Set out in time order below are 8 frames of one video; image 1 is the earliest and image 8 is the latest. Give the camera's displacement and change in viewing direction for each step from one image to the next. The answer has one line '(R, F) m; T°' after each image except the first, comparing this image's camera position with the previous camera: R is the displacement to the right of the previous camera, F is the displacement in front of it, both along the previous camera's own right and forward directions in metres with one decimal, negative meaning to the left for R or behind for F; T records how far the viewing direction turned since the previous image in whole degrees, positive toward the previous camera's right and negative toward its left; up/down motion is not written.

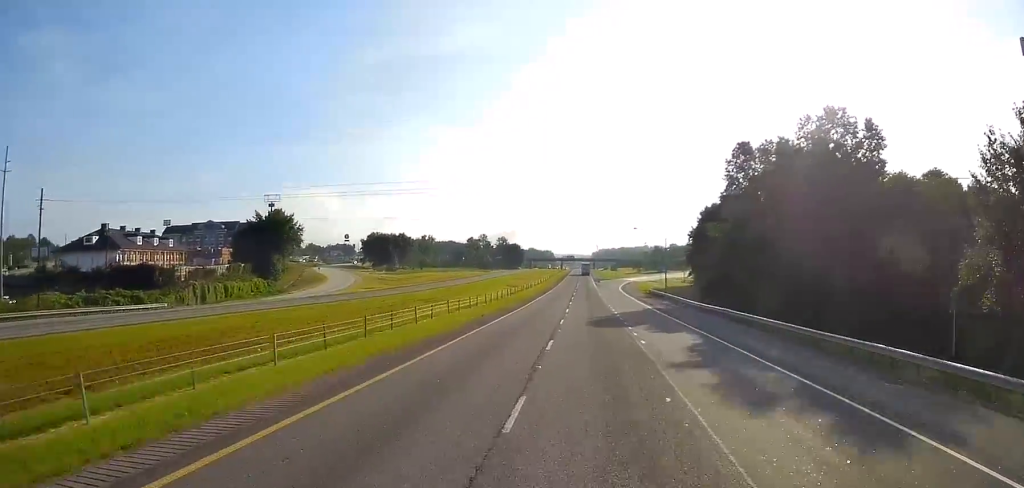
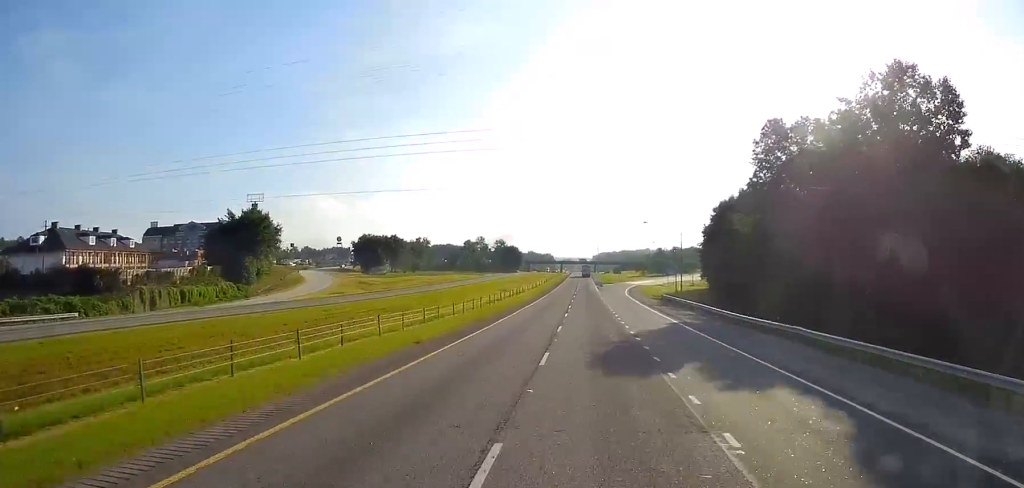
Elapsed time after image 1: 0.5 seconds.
(-0.1, +15.9) m; 0°
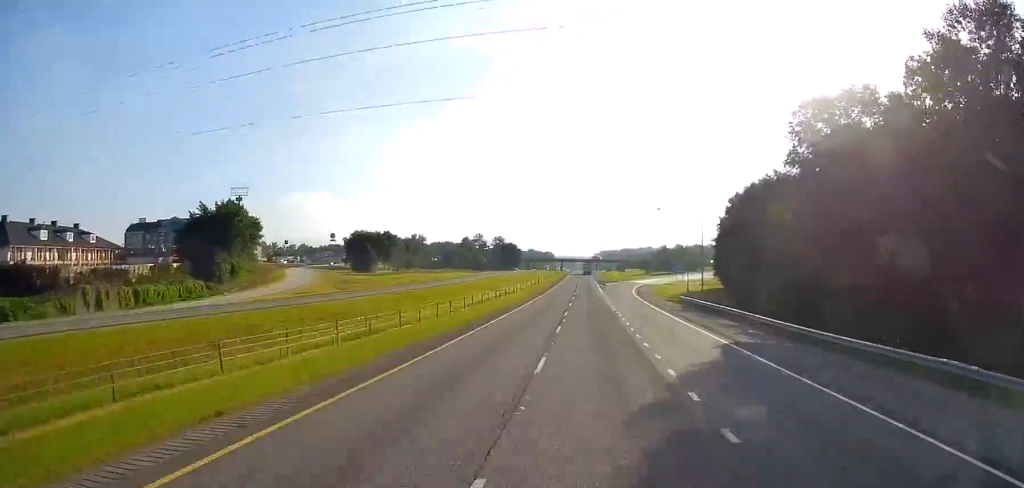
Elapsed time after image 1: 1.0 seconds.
(+0.1, +14.4) m; +1°
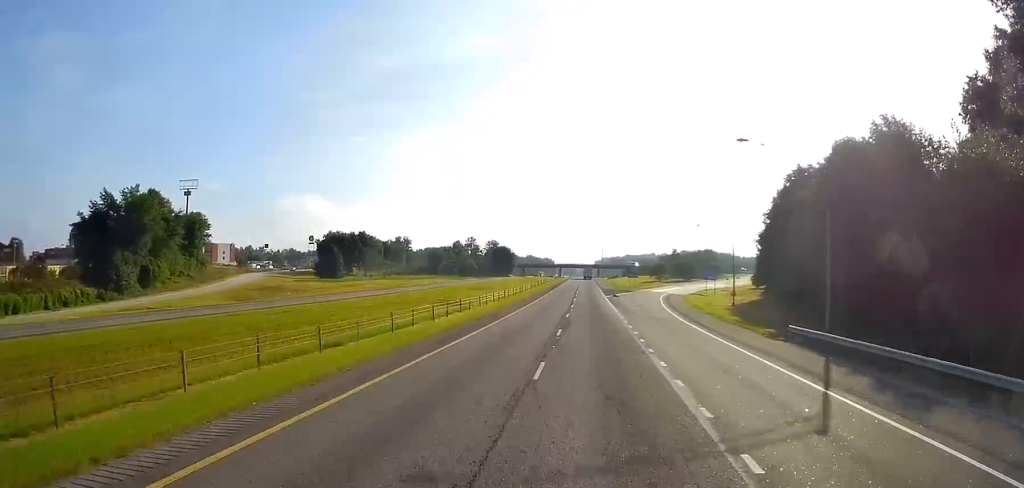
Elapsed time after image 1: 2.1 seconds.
(+0.5, +37.7) m; +1°
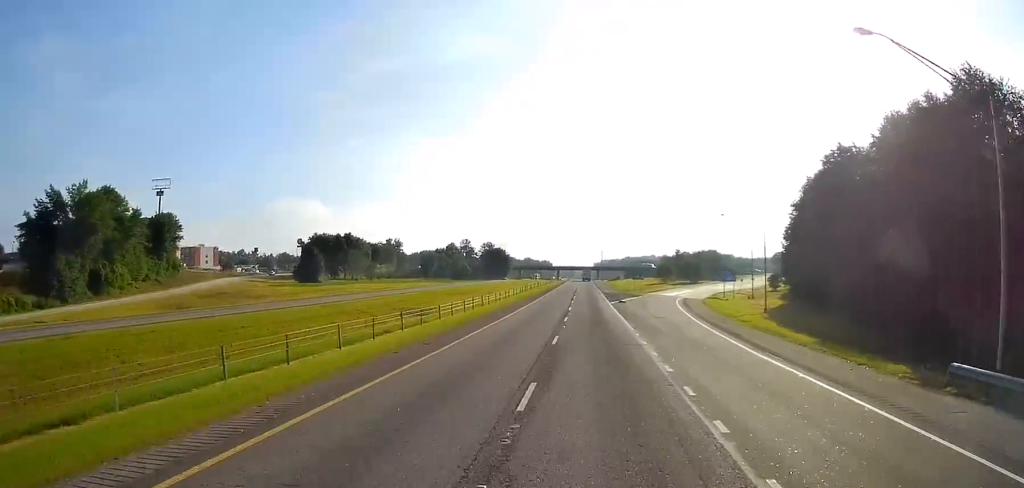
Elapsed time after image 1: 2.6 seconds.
(0.0, +16.0) m; 0°
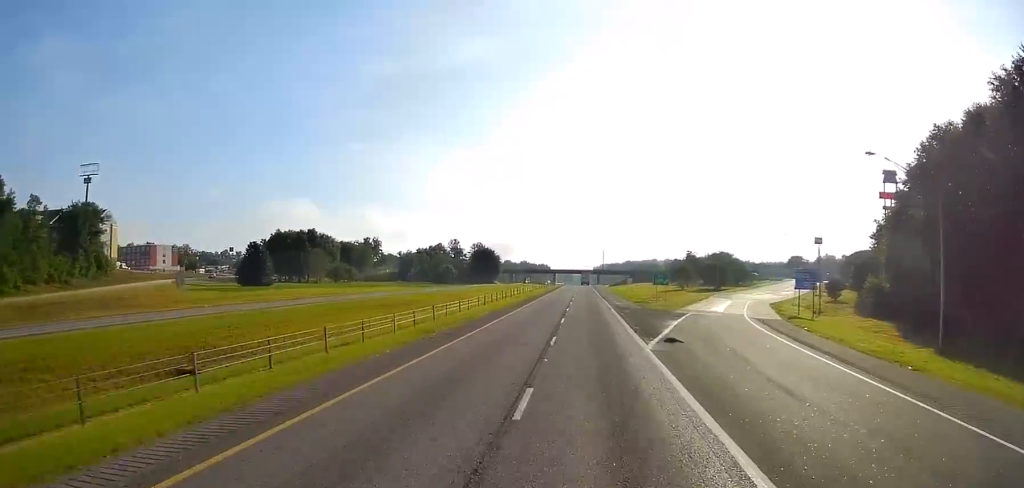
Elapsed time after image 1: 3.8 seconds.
(-0.3, +37.3) m; -1°
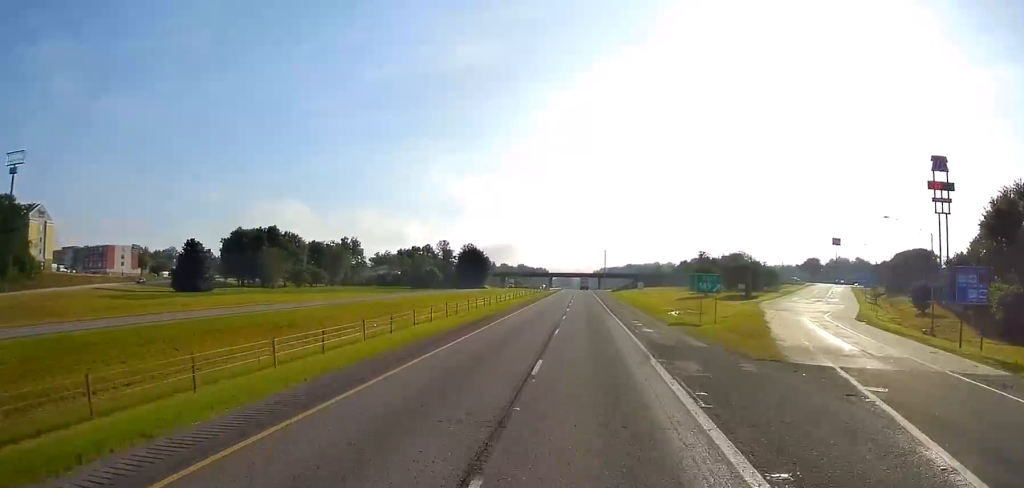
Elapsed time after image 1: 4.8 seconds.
(-0.2, +31.3) m; -1°
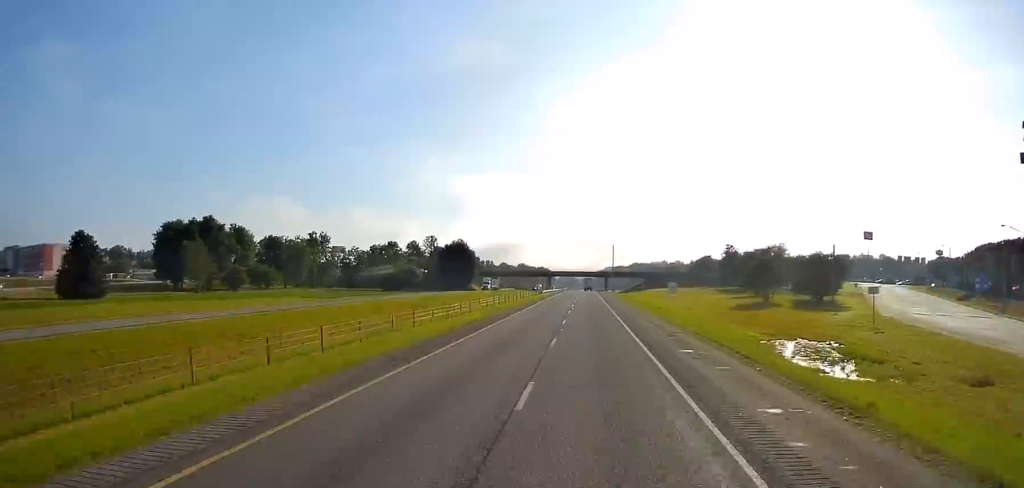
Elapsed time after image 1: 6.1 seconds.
(0.0, +41.3) m; +1°
